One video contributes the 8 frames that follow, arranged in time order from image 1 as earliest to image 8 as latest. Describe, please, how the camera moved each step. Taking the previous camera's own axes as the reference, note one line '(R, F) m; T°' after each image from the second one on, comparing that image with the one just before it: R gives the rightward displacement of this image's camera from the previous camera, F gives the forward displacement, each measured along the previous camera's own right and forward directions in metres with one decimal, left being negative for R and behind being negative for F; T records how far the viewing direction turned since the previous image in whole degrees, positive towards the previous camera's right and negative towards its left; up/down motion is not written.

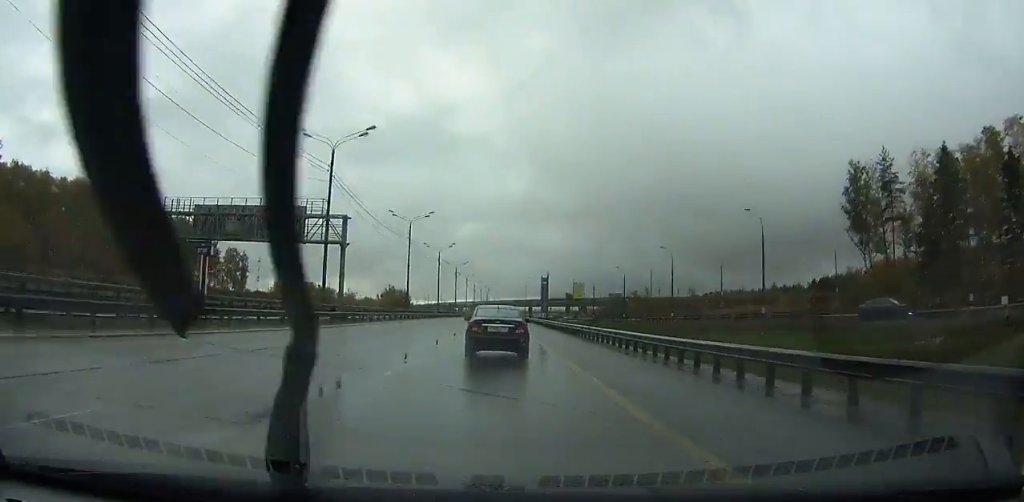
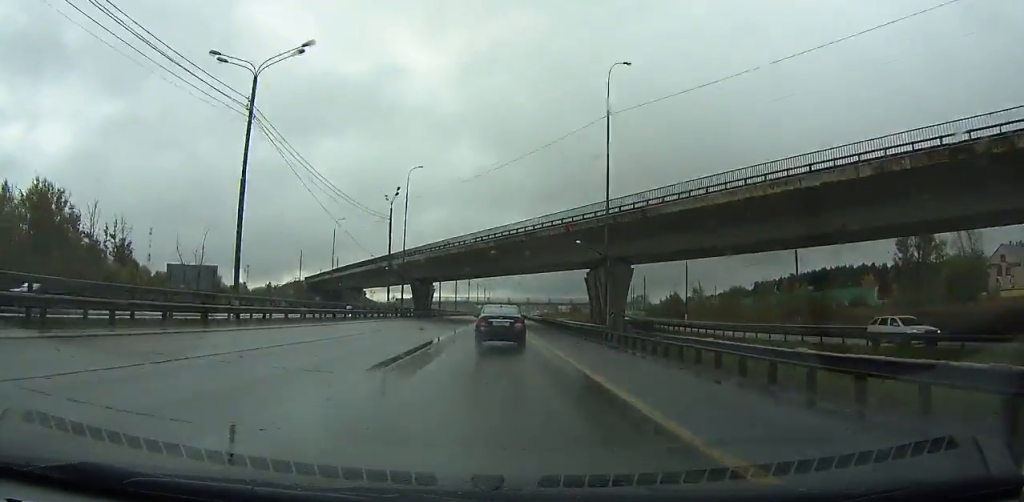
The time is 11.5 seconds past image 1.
(+6.6, +236.9) m; +3°
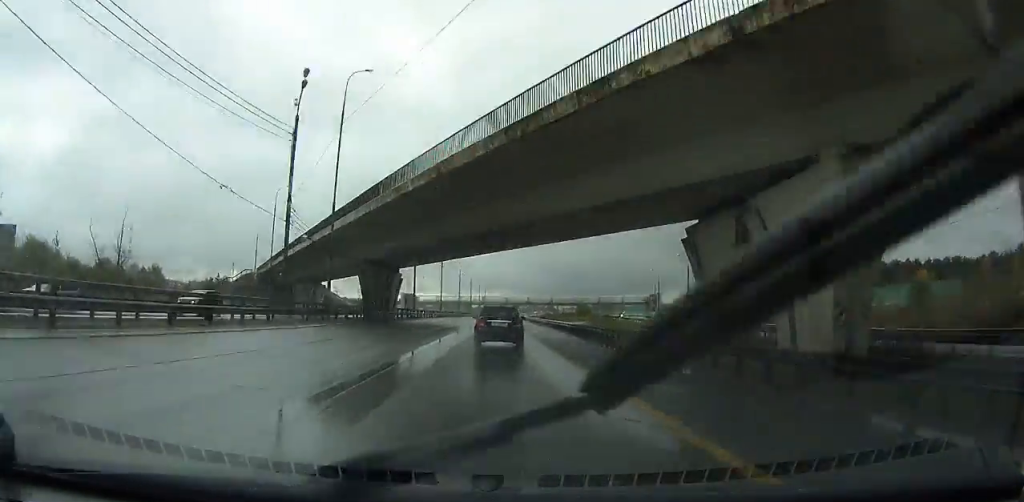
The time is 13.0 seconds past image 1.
(0.0, +32.9) m; 0°
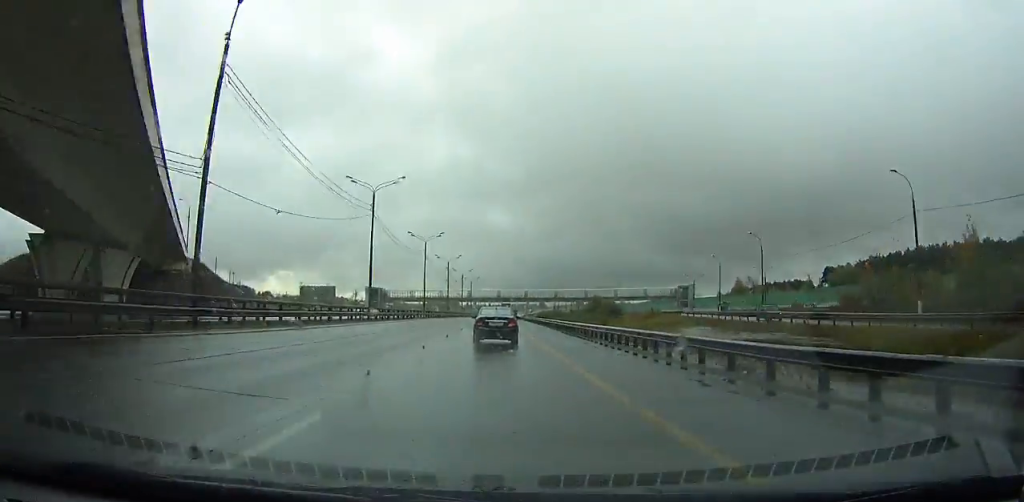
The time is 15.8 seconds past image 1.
(+0.5, +62.1) m; +1°
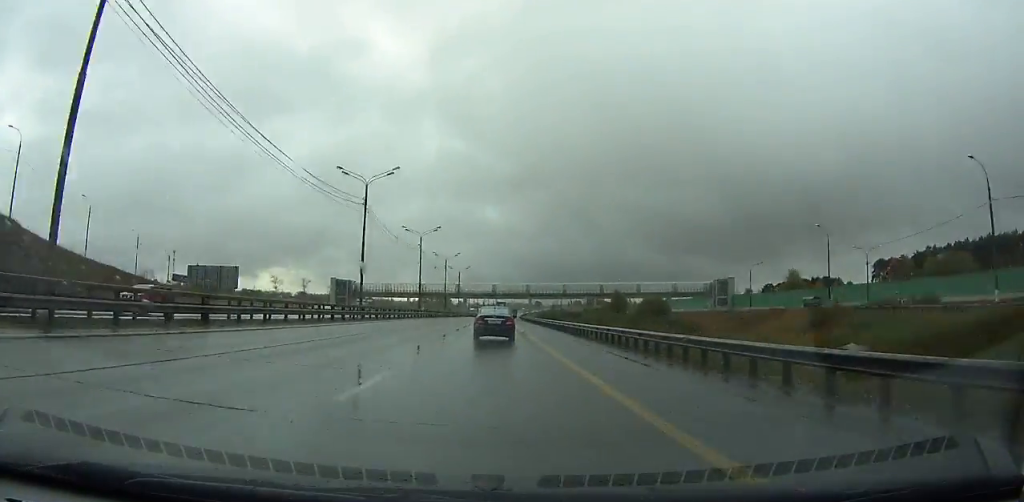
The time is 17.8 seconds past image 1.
(+0.2, +45.3) m; 0°
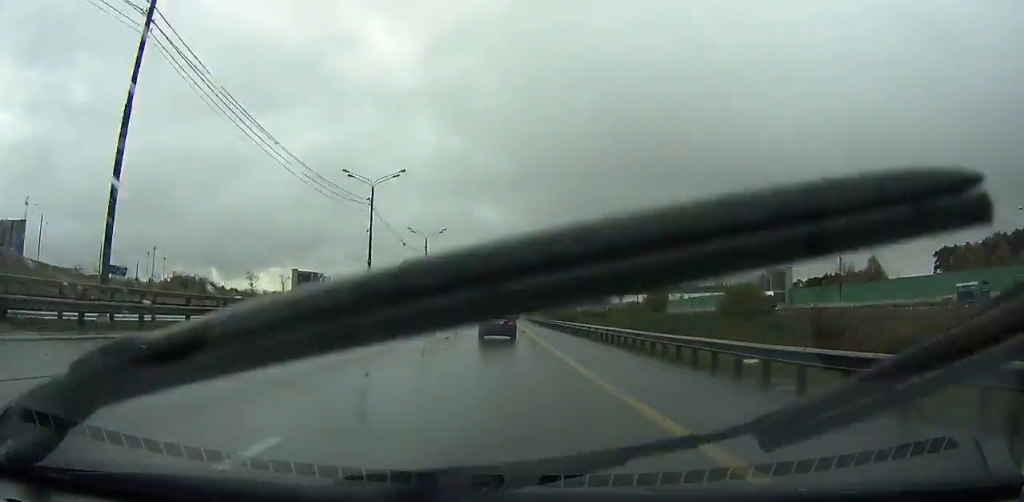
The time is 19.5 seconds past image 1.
(+0.1, +39.1) m; 0°
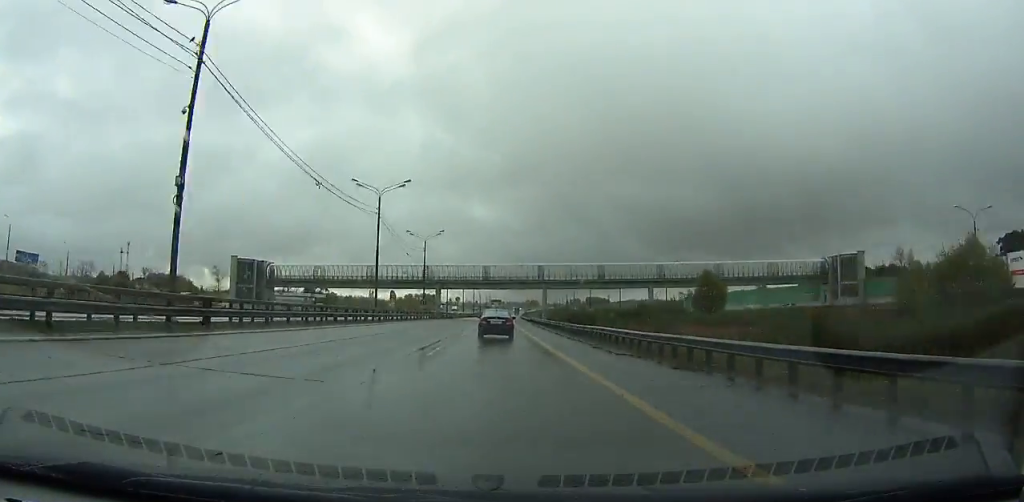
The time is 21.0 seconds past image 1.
(+0.1, +35.1) m; 0°
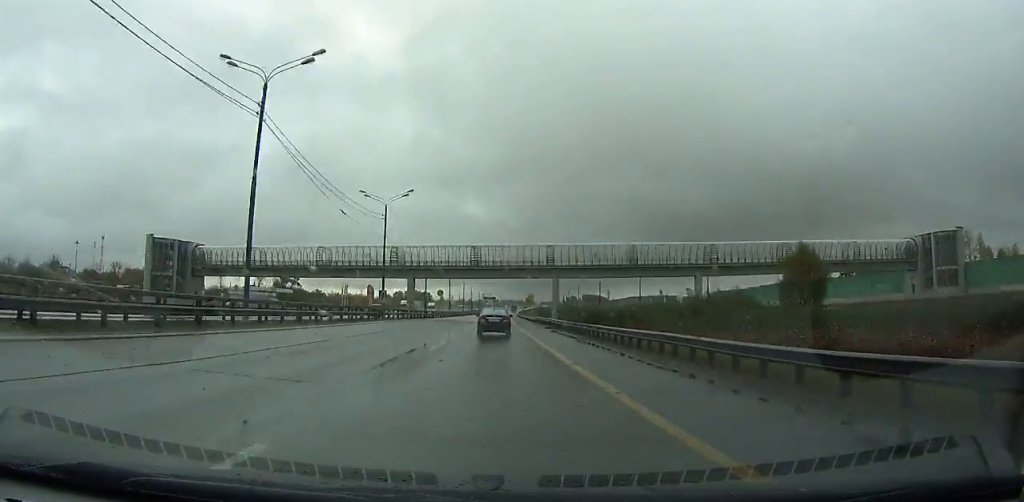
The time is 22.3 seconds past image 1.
(+0.1, +31.1) m; 0°
